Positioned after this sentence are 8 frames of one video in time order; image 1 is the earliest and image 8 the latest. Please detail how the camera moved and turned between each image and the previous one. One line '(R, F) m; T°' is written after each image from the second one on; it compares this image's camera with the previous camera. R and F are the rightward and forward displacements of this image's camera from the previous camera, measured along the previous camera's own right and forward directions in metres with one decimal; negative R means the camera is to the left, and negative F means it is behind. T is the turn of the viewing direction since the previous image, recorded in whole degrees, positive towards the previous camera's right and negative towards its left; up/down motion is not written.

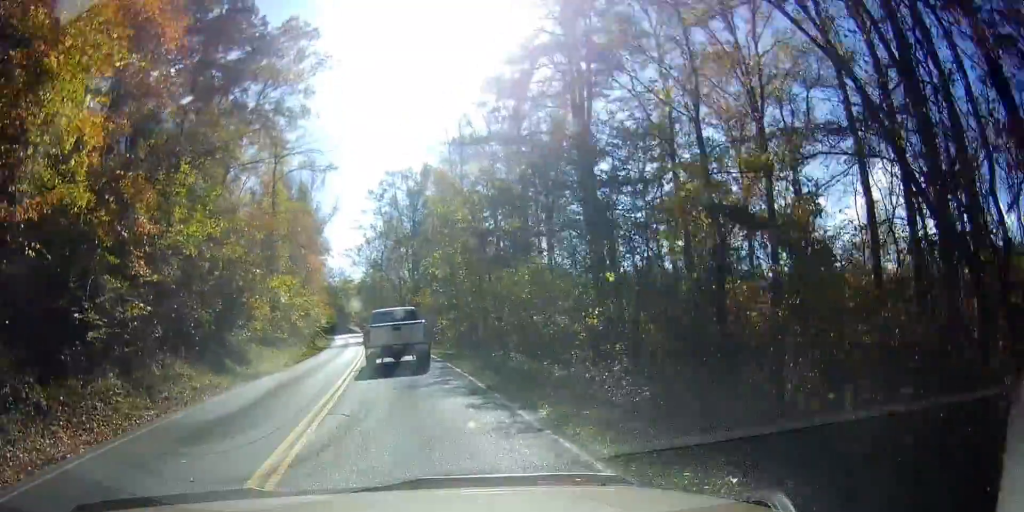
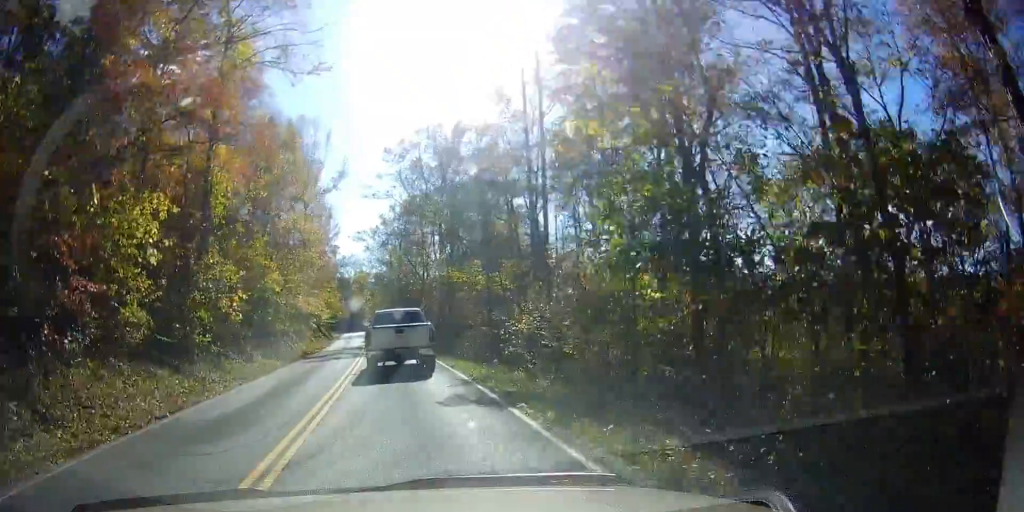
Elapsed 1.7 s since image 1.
(0.0, +23.3) m; 0°
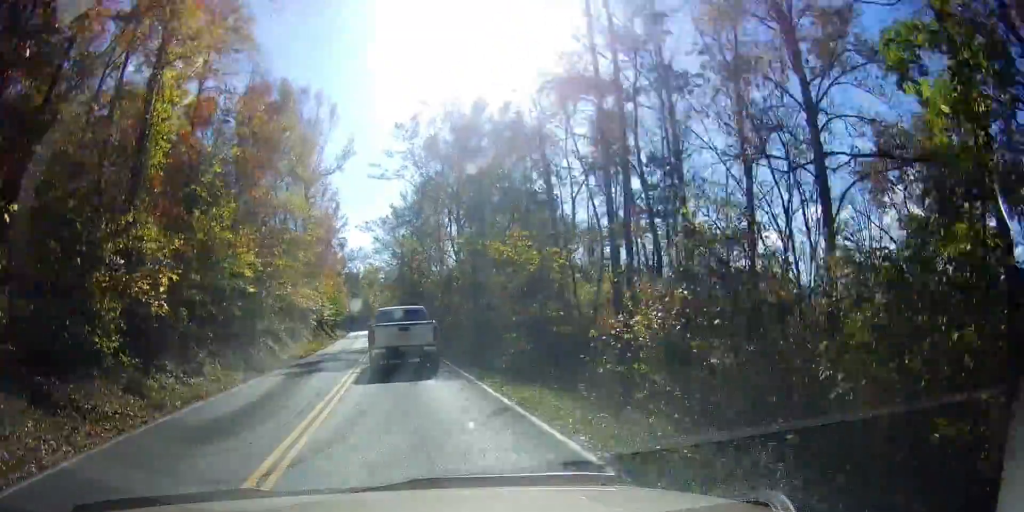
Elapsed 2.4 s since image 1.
(0.0, +9.7) m; -1°
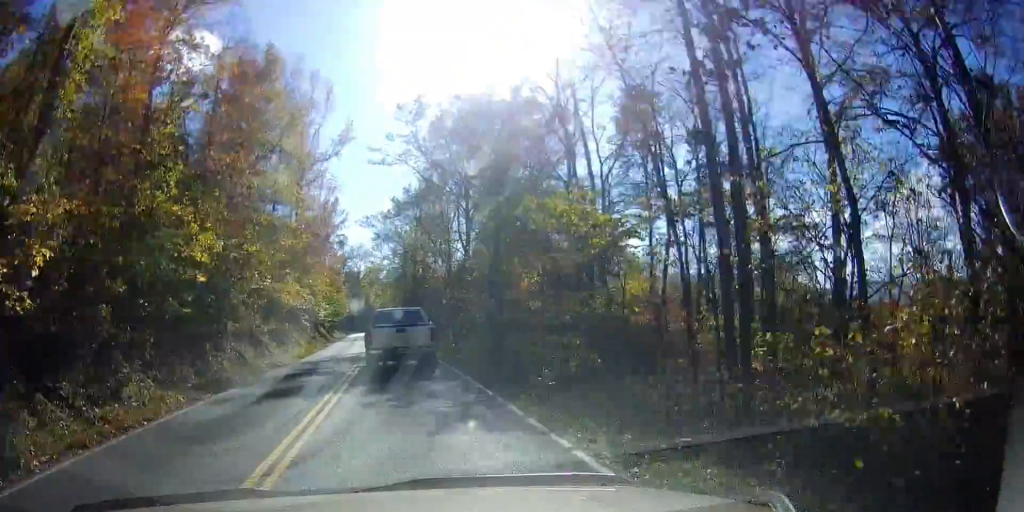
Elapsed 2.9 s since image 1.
(0.0, +7.2) m; -1°
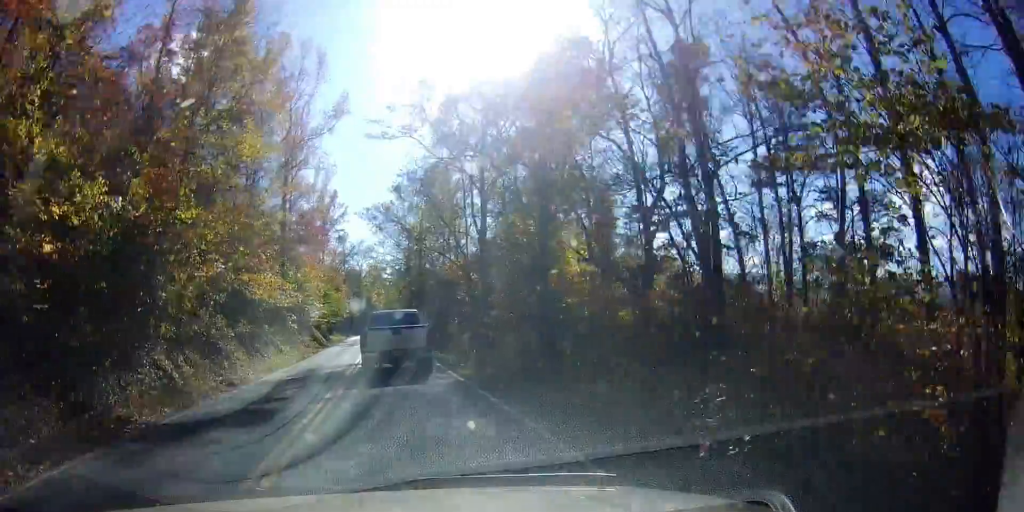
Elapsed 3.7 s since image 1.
(-0.1, +9.1) m; -3°
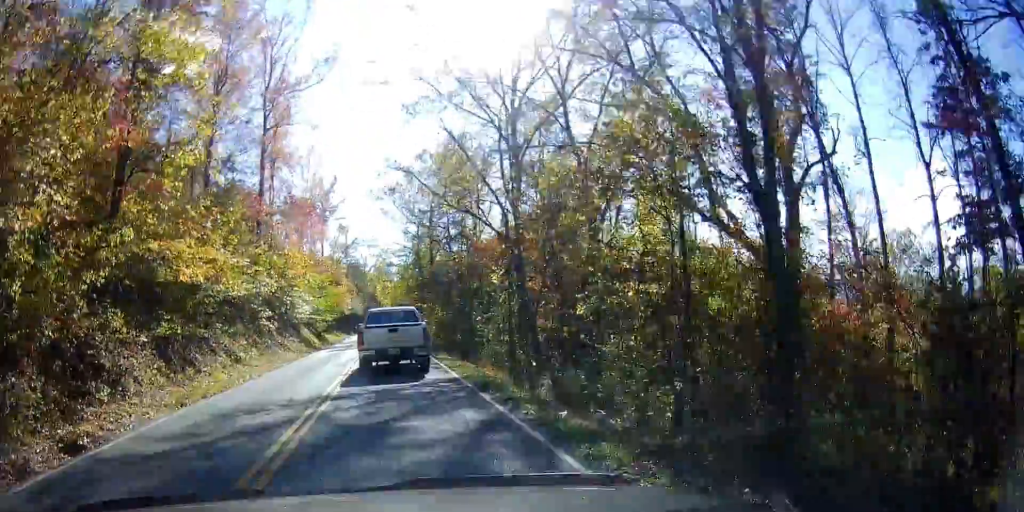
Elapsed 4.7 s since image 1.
(-0.6, +12.2) m; -2°
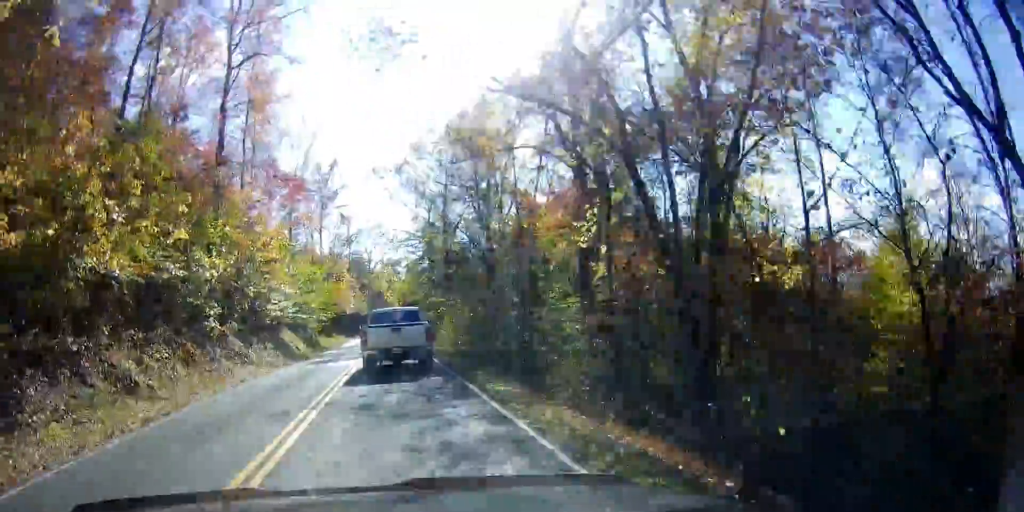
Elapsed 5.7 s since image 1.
(+0.2, +12.5) m; -2°
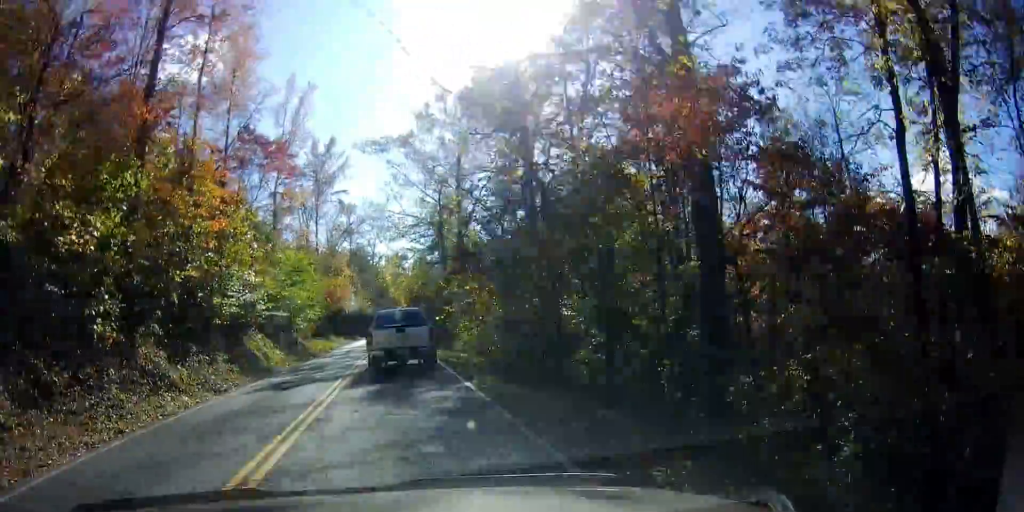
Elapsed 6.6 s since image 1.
(-0.6, +11.0) m; 0°
